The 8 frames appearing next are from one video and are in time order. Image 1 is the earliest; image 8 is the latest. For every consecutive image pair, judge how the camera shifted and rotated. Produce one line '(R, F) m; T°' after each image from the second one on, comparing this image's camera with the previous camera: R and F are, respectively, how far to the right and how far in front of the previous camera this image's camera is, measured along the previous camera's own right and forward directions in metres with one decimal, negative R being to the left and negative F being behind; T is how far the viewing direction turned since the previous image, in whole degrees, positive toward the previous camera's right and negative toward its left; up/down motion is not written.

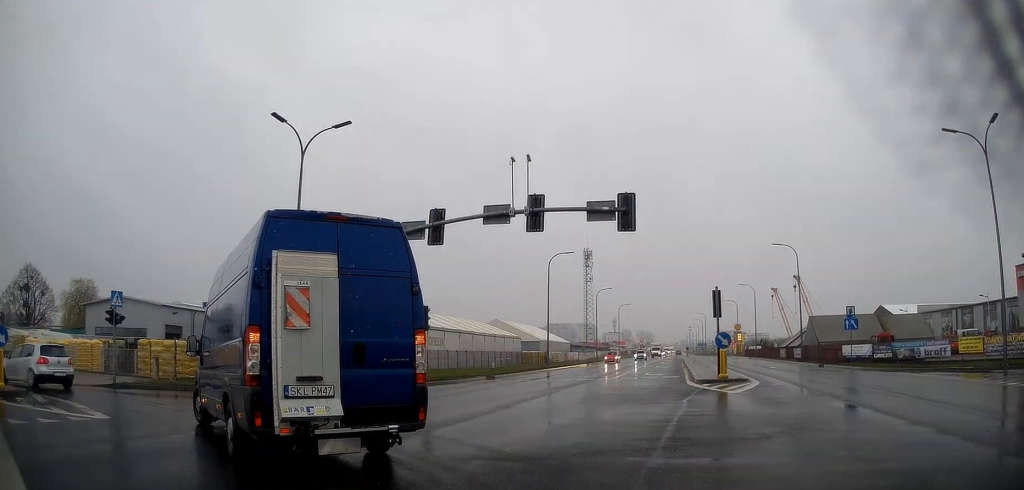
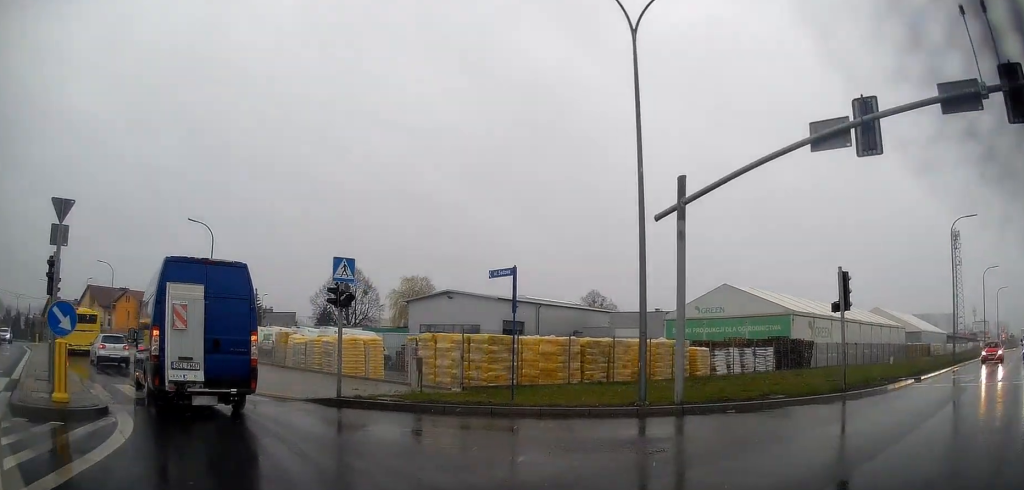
(-3.4, +9.5) m; -41°
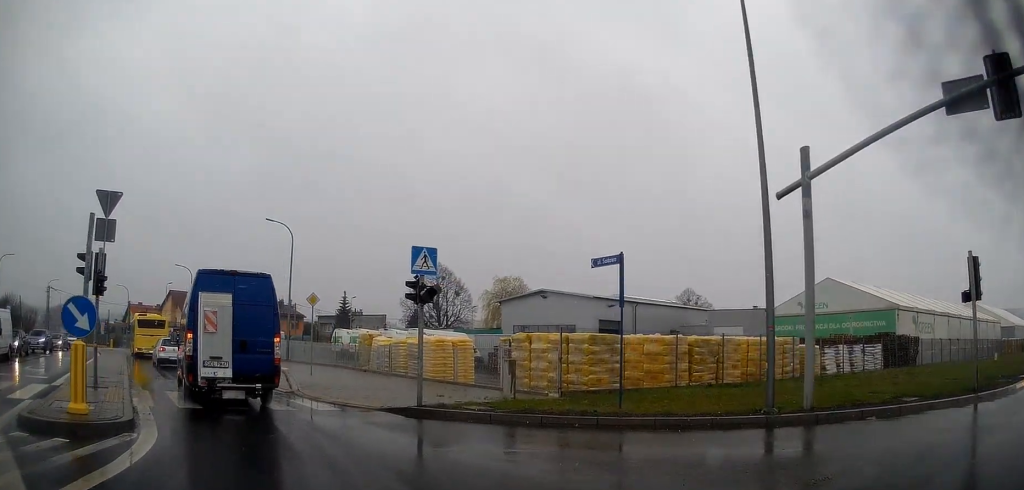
(-0.2, +2.2) m; -10°
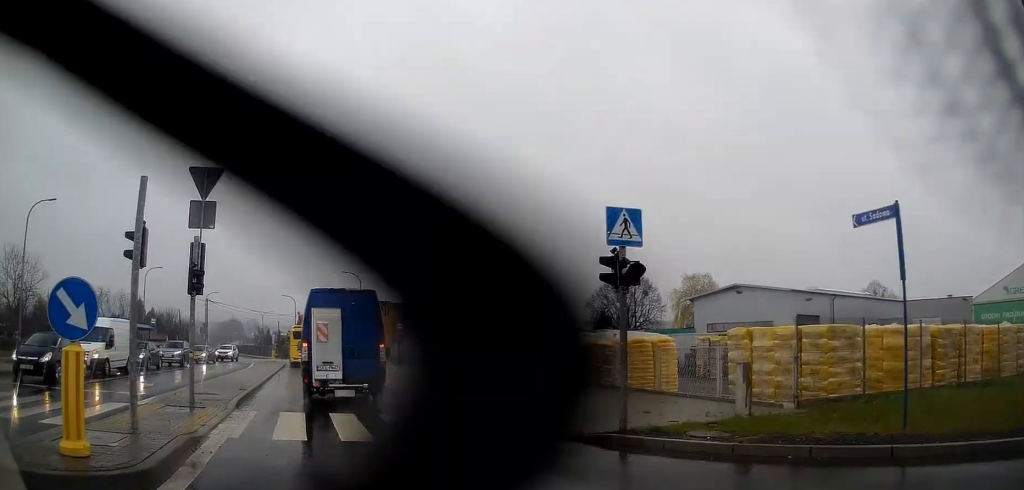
(-0.7, +4.1) m; -15°
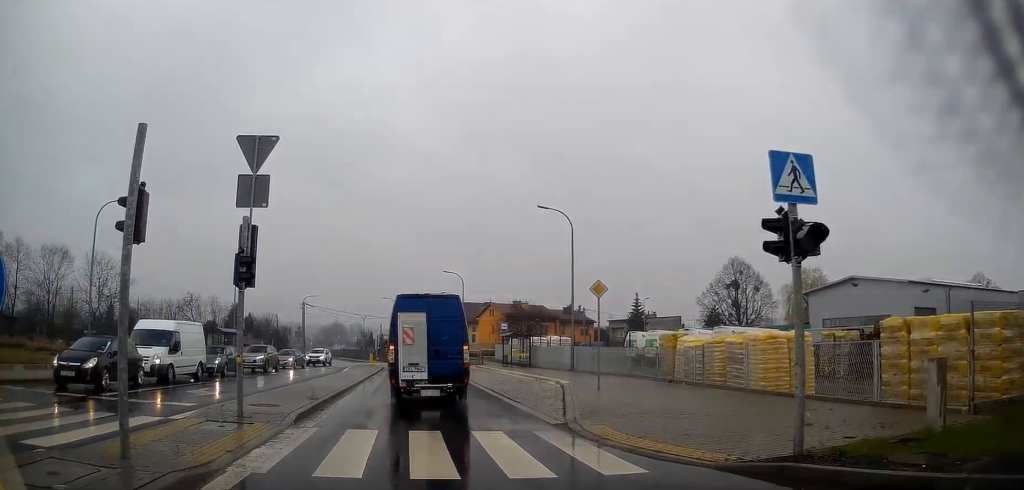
(-0.3, +2.7) m; -7°
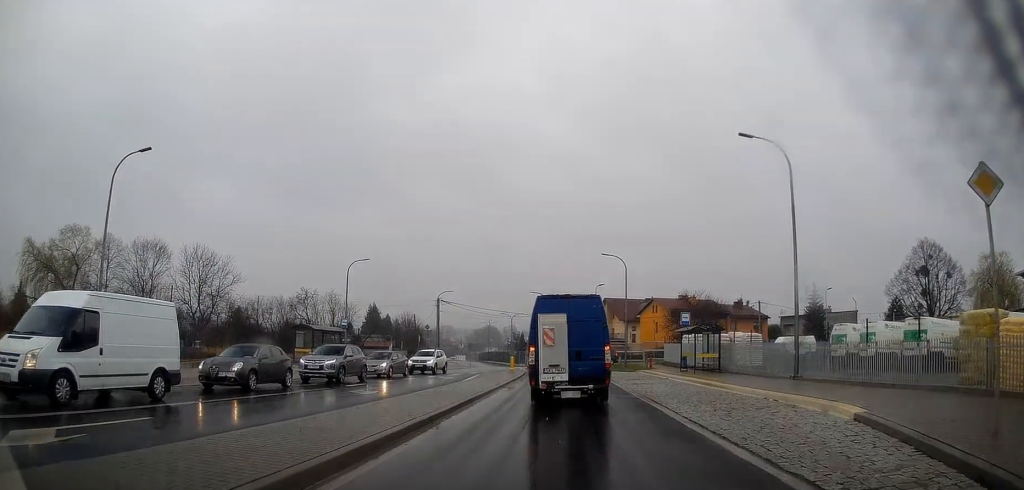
(-0.8, +11.5) m; -5°
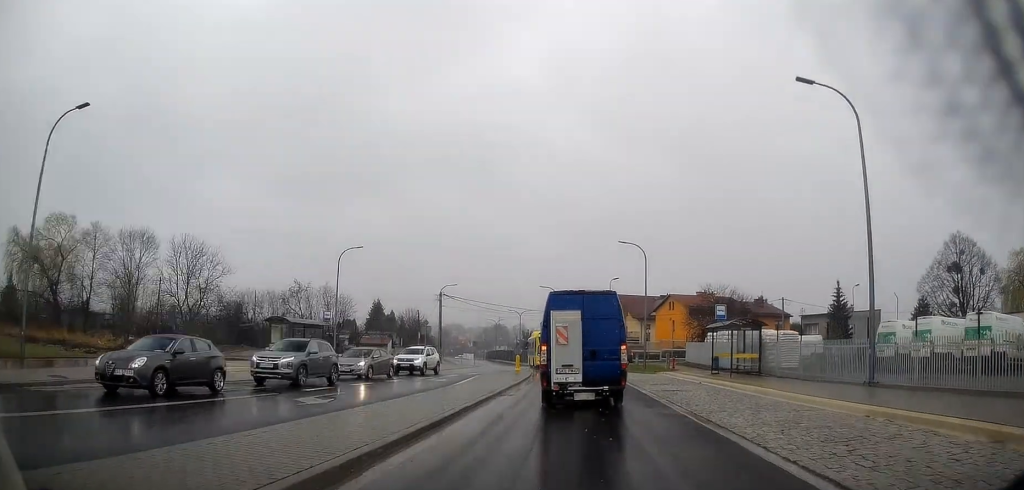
(0.0, +4.9) m; -1°
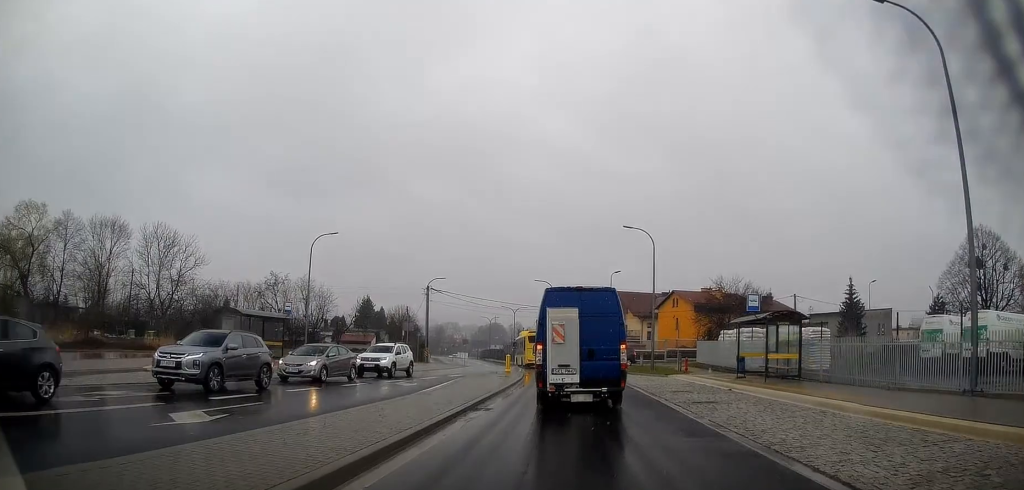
(0.0, +5.1) m; -1°
